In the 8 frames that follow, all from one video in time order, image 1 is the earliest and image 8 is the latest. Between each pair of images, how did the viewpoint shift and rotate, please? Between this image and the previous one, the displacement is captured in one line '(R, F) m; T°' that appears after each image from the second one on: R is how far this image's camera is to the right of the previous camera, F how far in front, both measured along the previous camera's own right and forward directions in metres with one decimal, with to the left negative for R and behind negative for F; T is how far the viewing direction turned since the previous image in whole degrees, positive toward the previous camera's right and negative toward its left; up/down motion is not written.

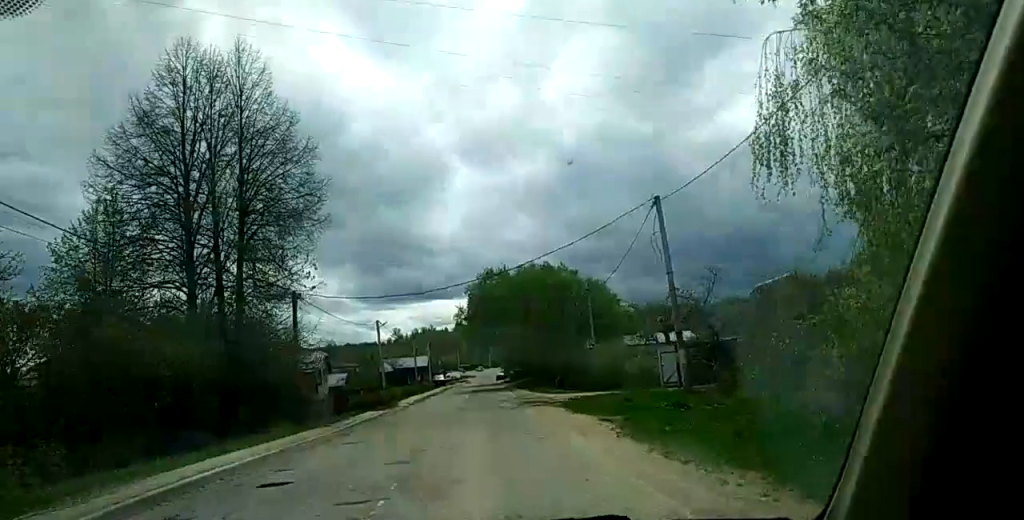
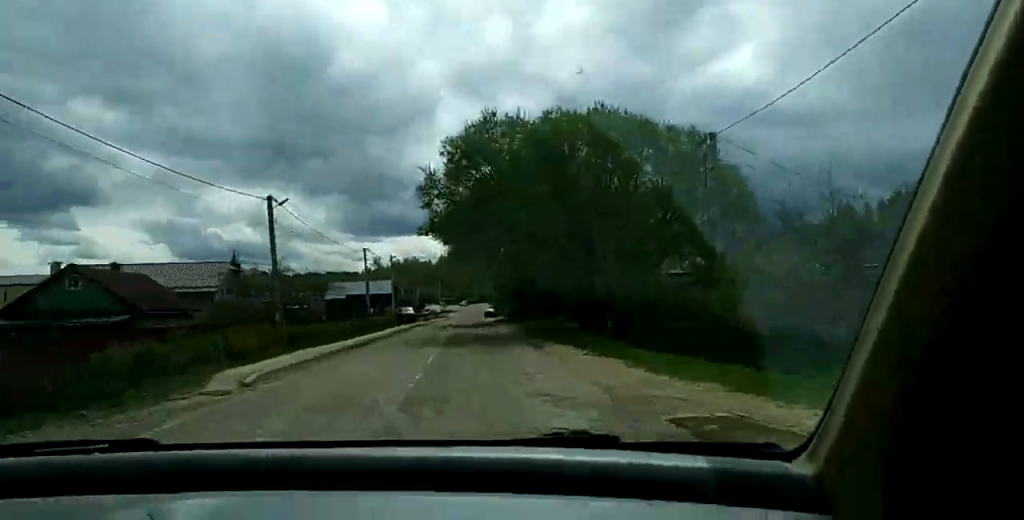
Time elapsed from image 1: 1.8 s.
(+0.2, +35.0) m; +1°
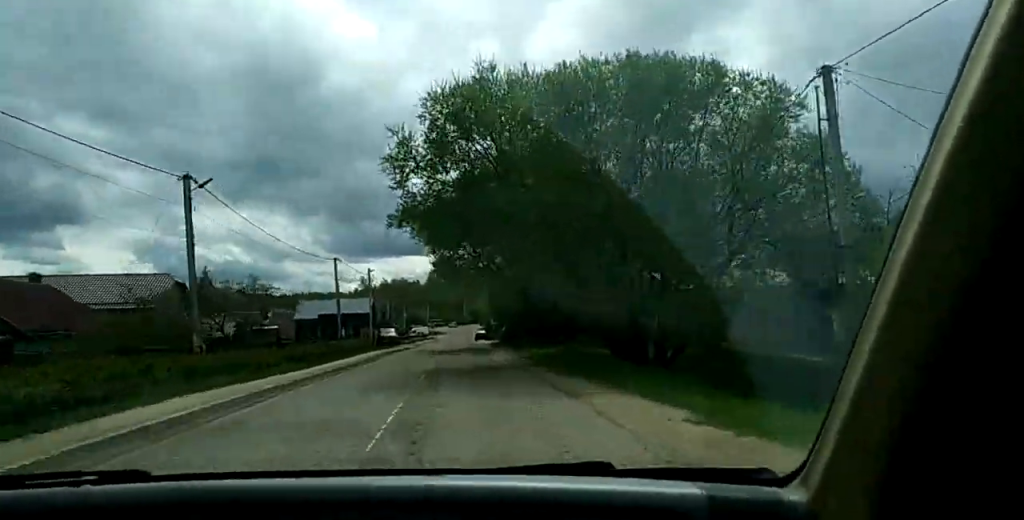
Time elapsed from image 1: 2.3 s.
(0.0, +10.2) m; 0°
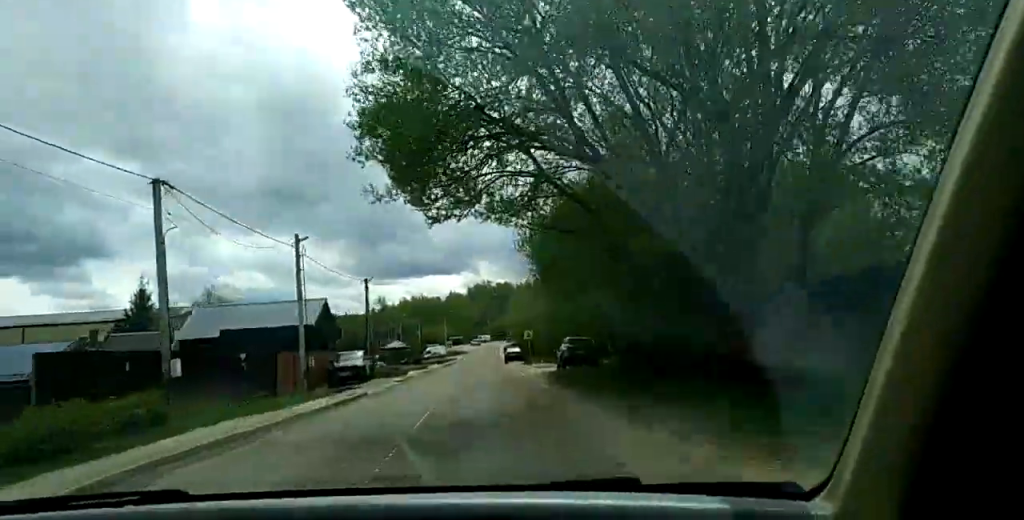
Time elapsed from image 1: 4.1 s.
(0.0, +35.4) m; 0°
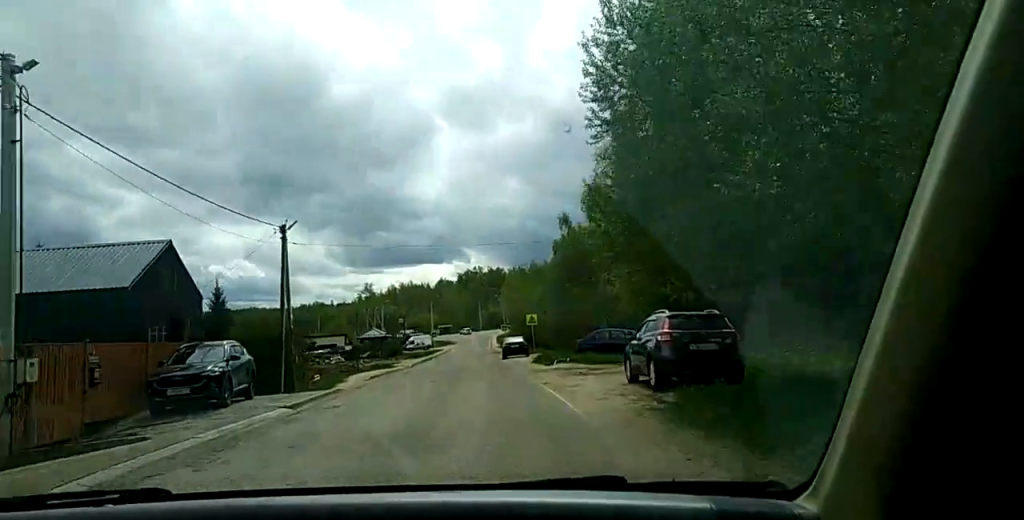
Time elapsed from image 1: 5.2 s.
(0.0, +21.3) m; 0°
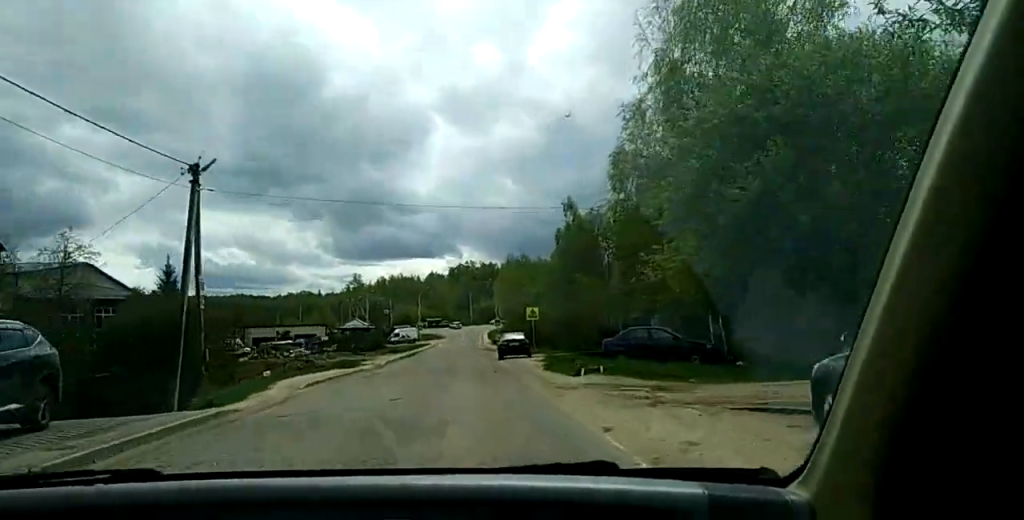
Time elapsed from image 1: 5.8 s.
(0.0, +11.1) m; 0°
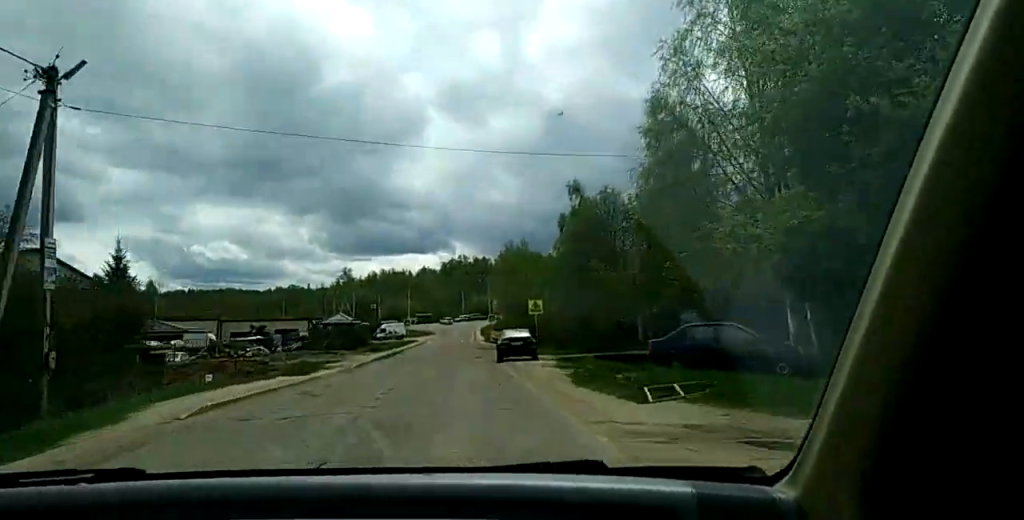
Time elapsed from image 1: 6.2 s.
(0.0, +8.7) m; 0°
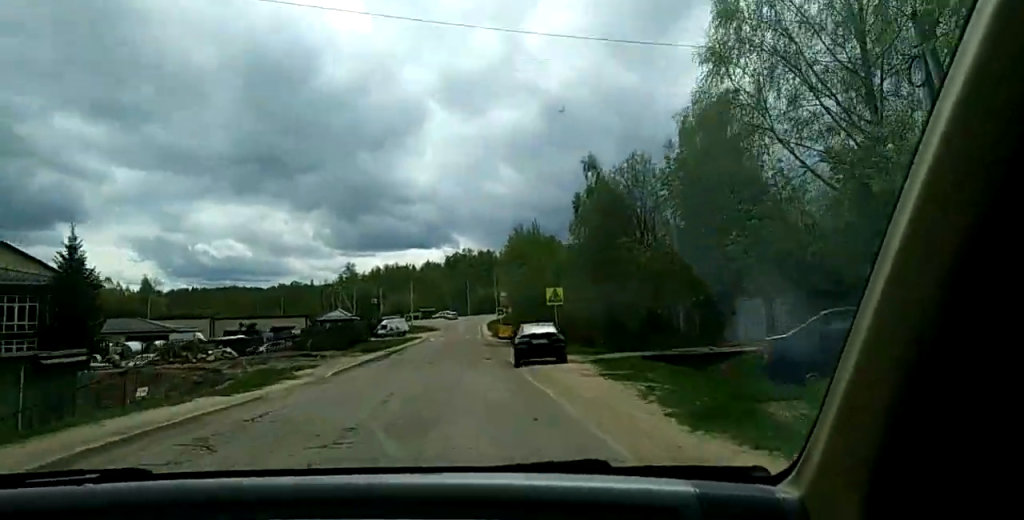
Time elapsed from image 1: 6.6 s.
(0.0, +7.9) m; 0°
